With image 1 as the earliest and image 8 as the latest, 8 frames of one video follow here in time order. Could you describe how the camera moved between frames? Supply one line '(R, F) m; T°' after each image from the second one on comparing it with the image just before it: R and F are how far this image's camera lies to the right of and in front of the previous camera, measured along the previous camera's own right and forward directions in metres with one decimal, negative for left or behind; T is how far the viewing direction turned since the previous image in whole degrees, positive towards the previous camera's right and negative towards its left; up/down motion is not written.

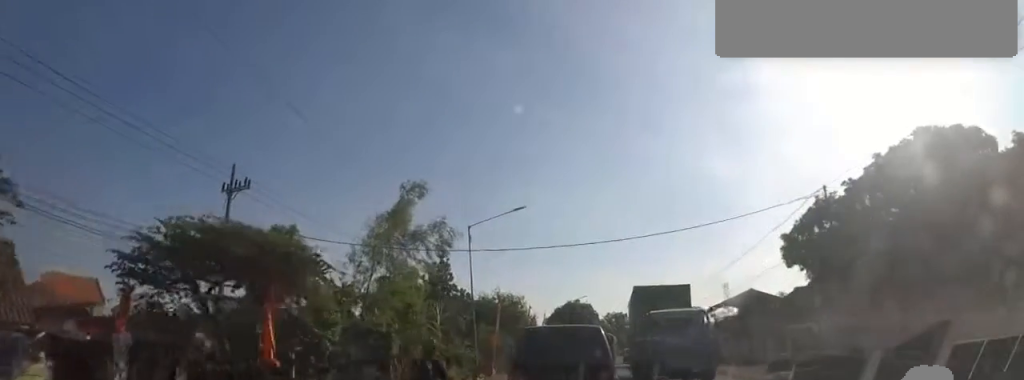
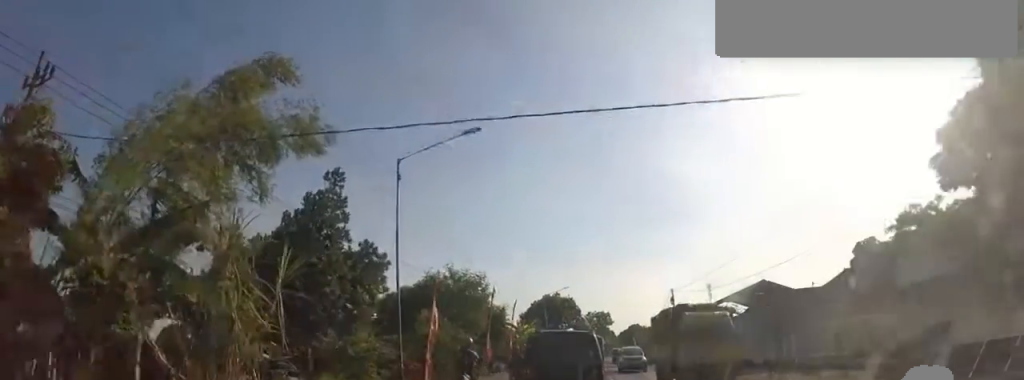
(+1.1, +10.4) m; +1°
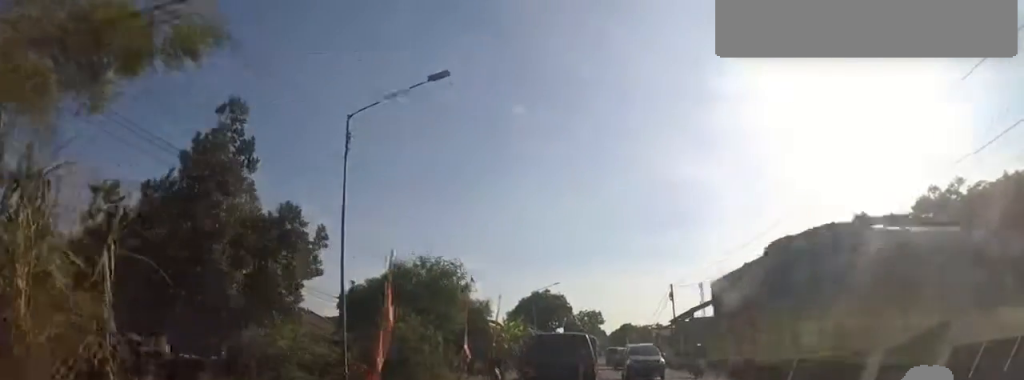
(-0.3, +4.4) m; -3°
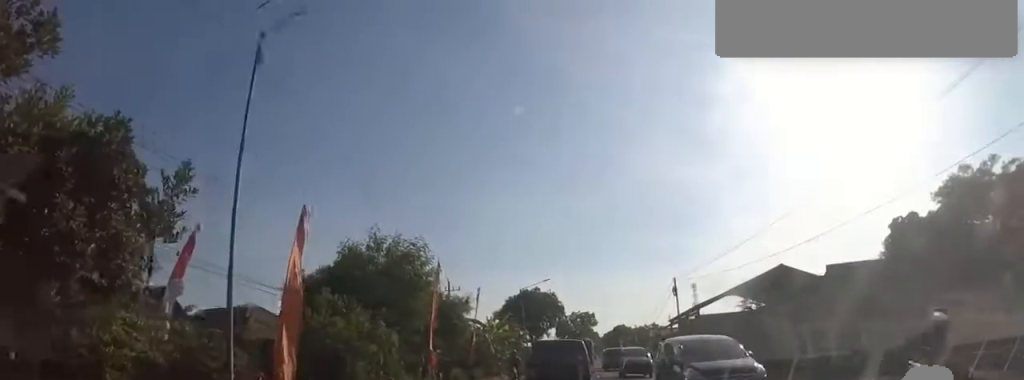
(-0.1, +5.5) m; -1°
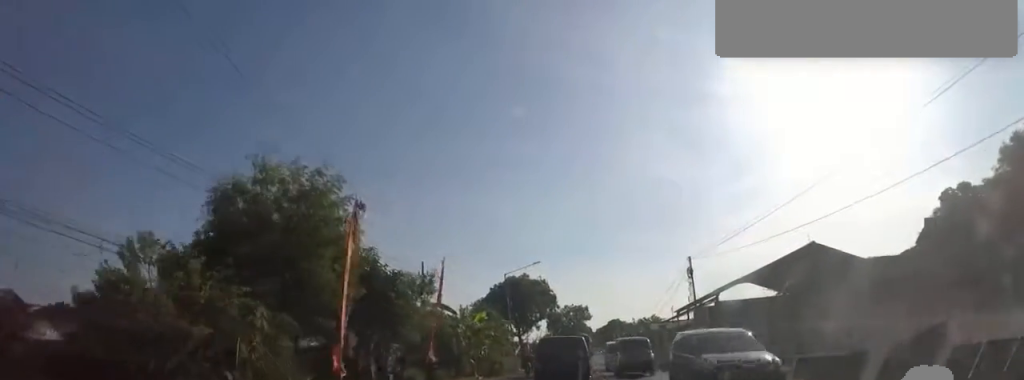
(0.0, +8.3) m; 0°
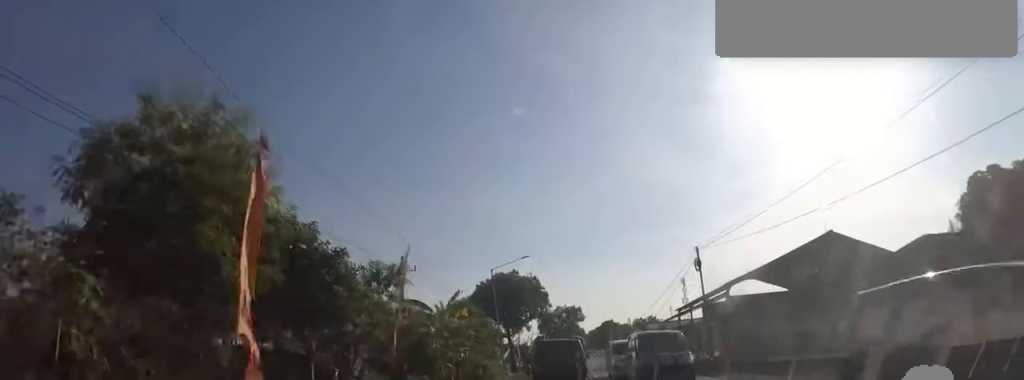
(0.0, +4.3) m; 0°
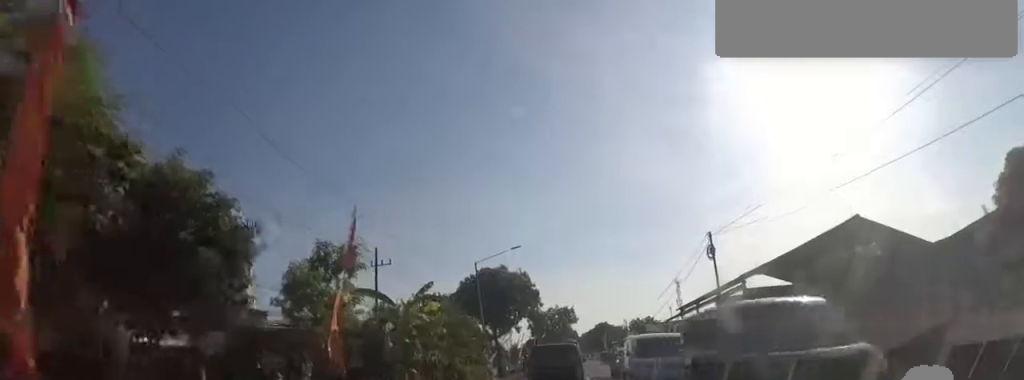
(0.0, +4.8) m; 0°
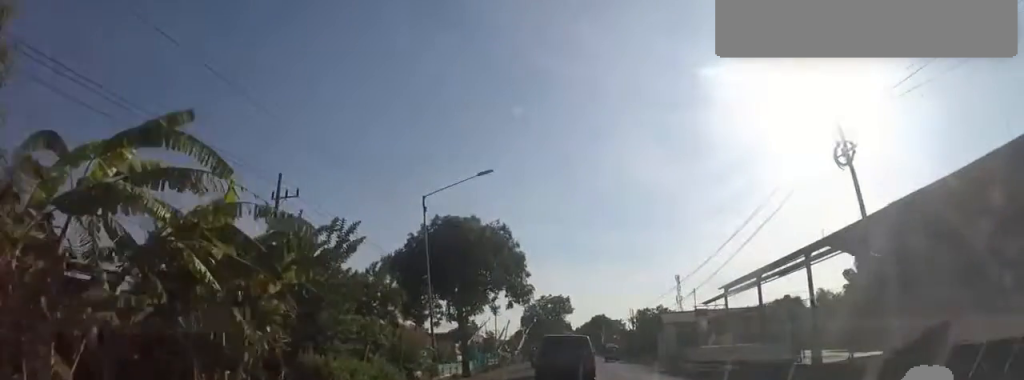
(0.0, +14.0) m; +3°
